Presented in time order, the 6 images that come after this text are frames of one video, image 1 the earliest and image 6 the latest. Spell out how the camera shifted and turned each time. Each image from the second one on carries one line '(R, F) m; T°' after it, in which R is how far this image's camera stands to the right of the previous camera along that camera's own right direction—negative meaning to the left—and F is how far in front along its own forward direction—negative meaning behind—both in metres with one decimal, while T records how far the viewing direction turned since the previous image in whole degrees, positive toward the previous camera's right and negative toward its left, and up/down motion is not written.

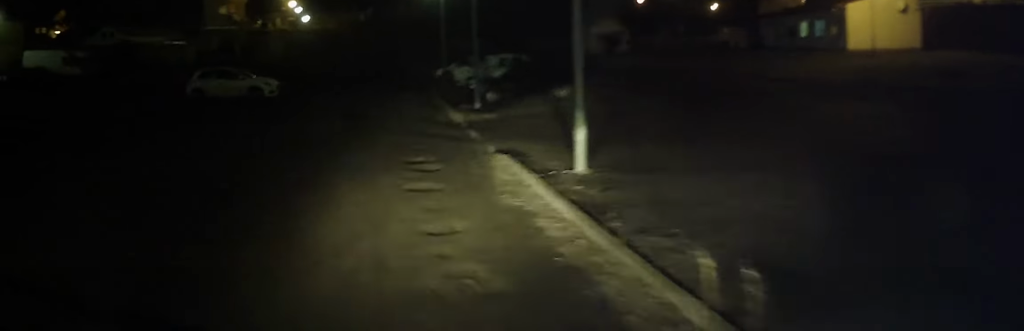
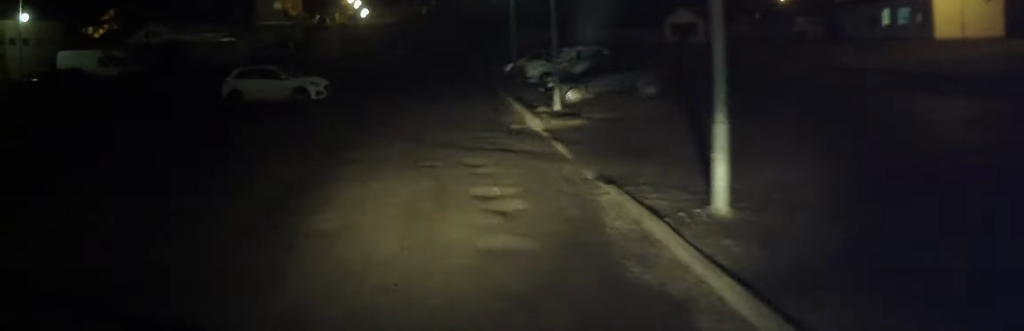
(-0.2, +2.6) m; -3°
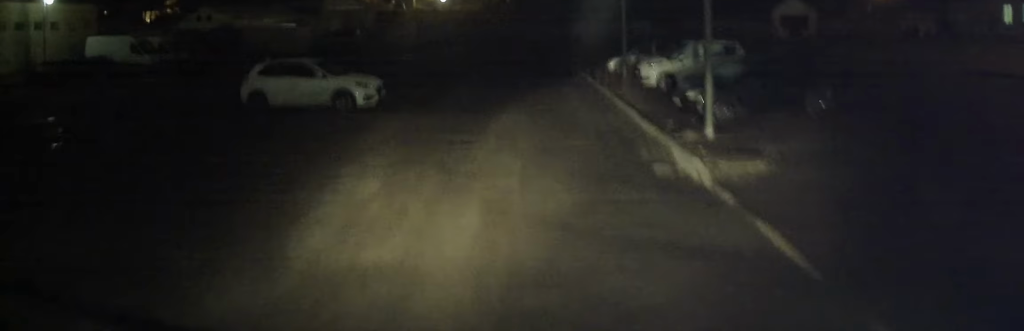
(-0.2, +5.4) m; -8°
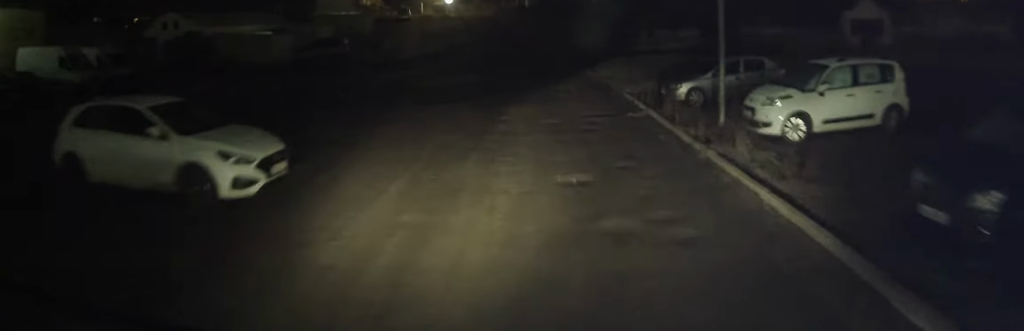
(-1.4, +9.1) m; -10°
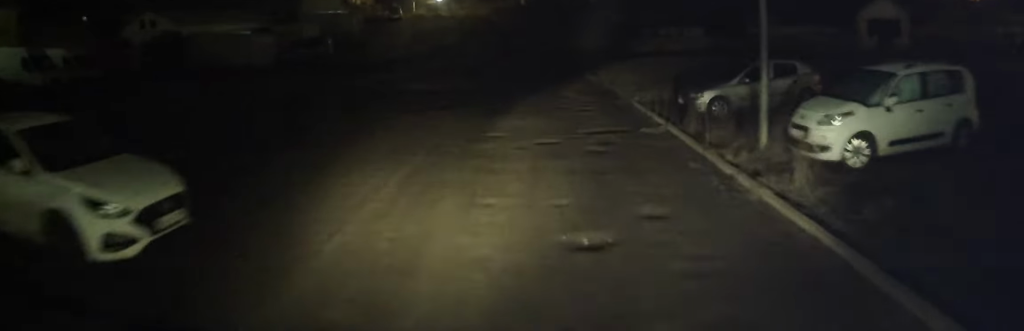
(+0.3, +2.5) m; +4°
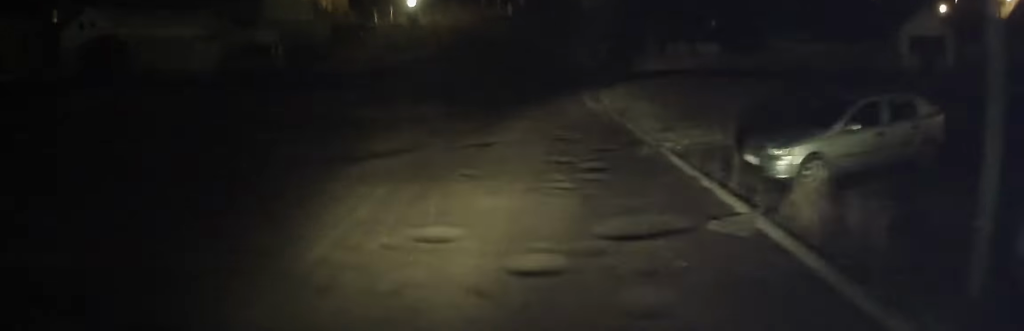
(+0.4, +5.6) m; +4°
